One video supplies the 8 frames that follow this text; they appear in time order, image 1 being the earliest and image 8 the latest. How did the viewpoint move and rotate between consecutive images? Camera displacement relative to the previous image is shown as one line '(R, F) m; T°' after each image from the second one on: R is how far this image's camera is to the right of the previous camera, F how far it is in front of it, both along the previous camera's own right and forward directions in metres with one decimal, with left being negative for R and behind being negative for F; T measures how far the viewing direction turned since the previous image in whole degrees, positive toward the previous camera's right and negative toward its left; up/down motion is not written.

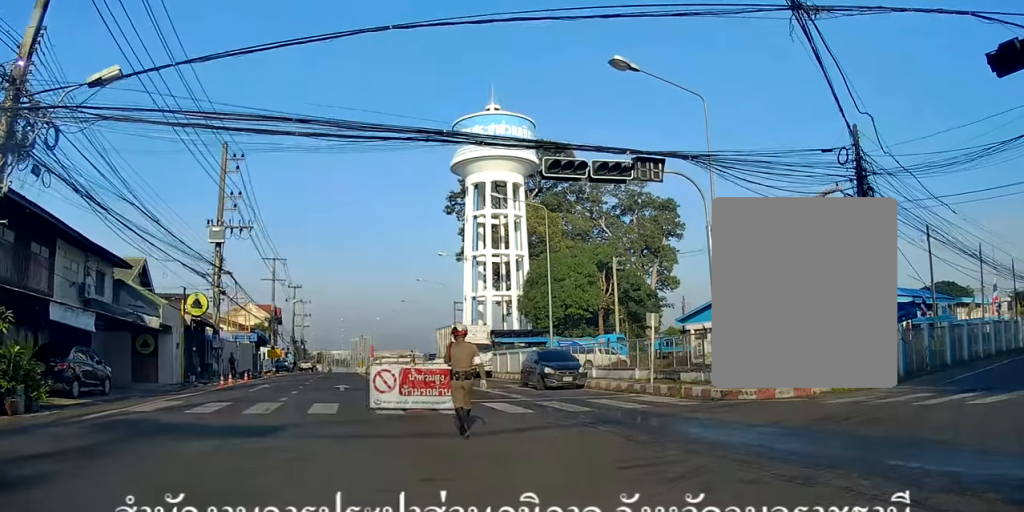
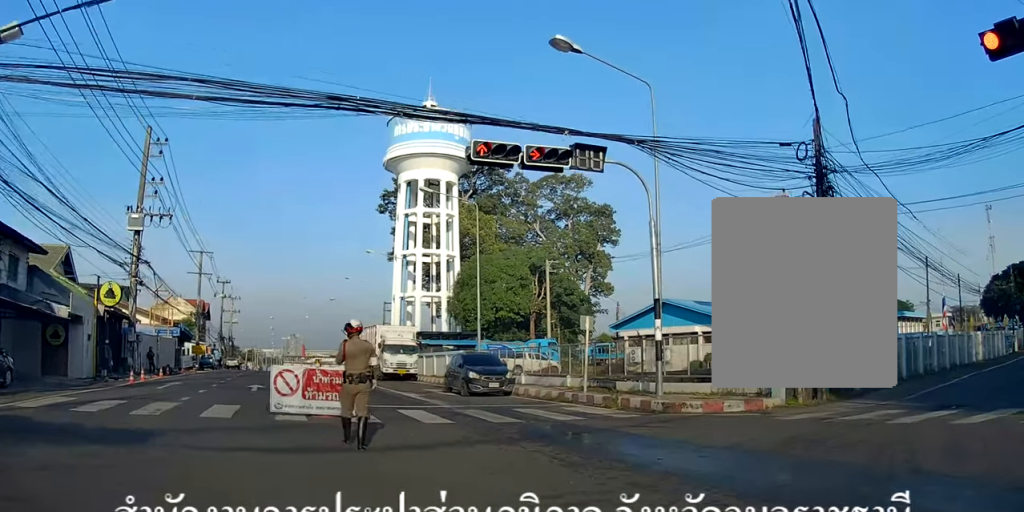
(0.0, +1.7) m; +5°
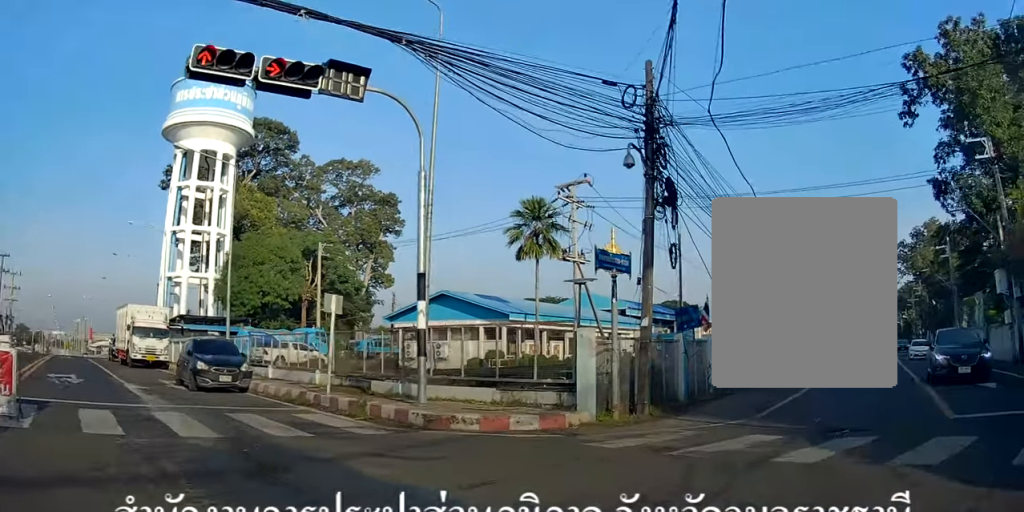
(+0.5, +3.7) m; +22°
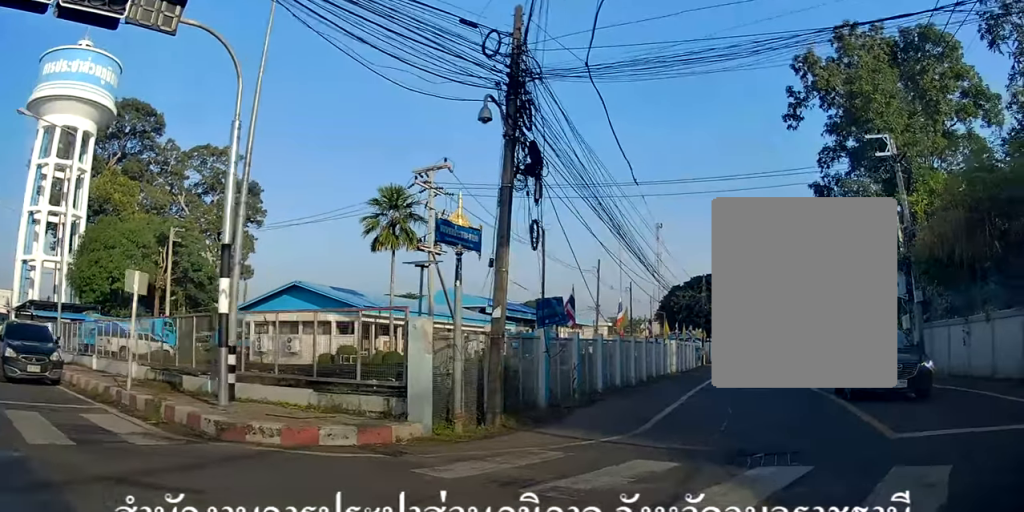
(+0.3, +2.0) m; +14°
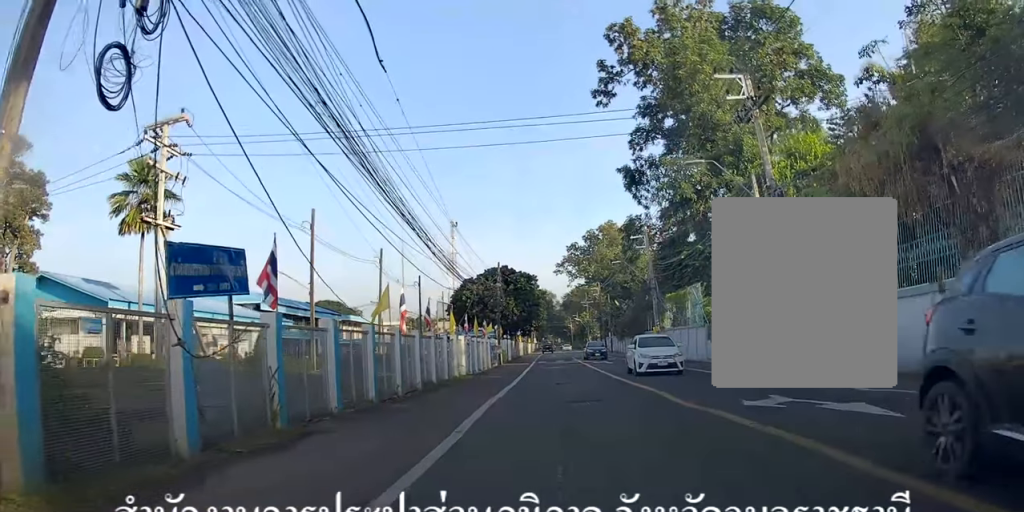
(+1.1, +4.4) m; +21°
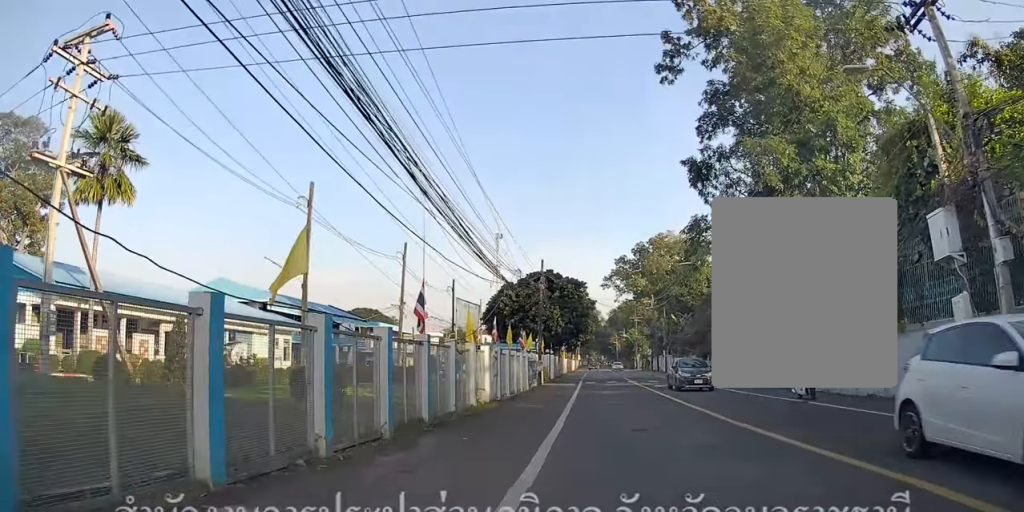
(0.0, +6.1) m; -1°
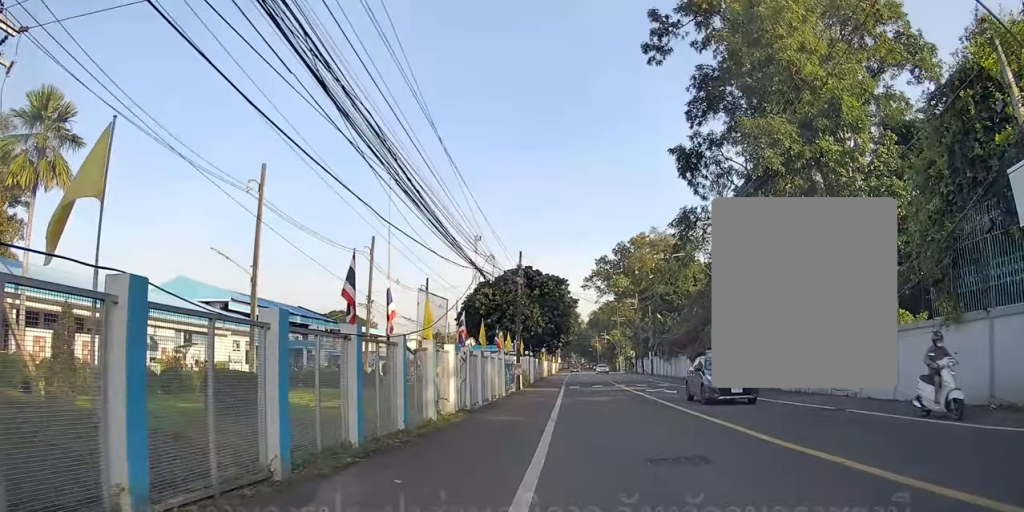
(0.0, +3.2) m; +3°
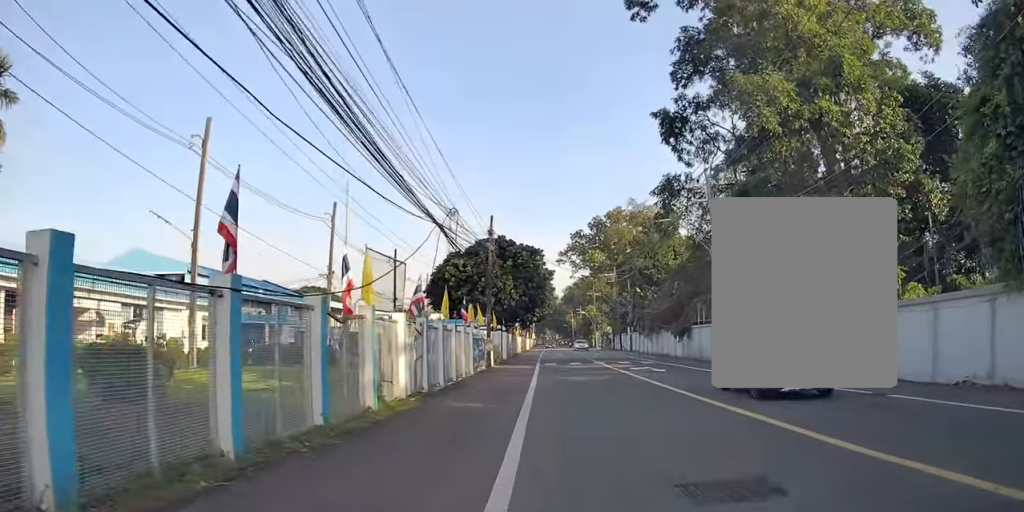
(0.0, +2.6) m; +3°
